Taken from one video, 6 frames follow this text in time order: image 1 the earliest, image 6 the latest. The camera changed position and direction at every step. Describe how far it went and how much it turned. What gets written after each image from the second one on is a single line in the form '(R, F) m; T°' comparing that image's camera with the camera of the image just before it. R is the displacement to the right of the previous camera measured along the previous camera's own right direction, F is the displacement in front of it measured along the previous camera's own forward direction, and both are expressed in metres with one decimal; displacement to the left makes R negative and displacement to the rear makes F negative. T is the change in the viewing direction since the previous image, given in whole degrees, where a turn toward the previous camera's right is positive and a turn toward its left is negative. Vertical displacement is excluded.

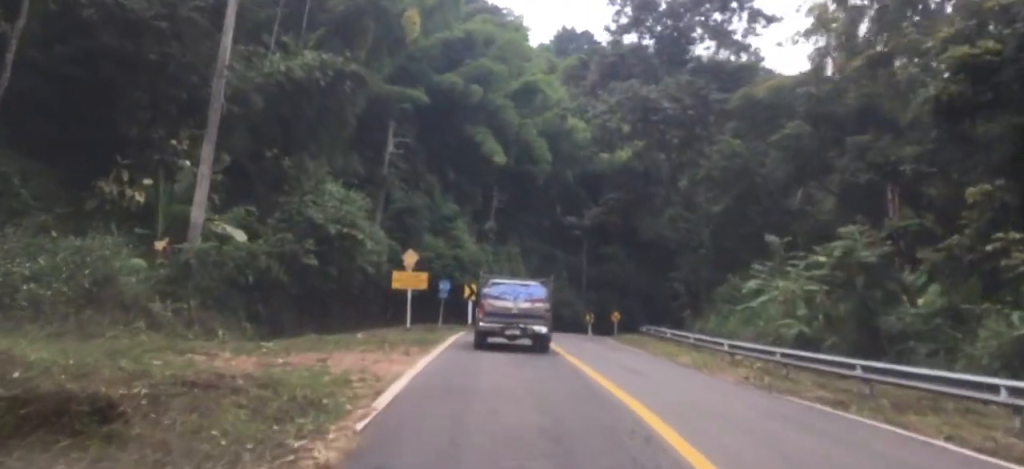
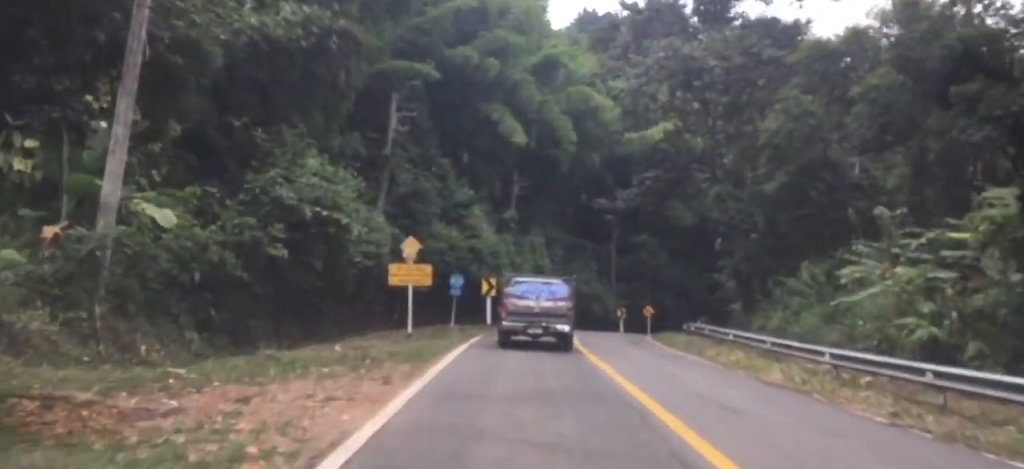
(-0.6, +3.8) m; -9°
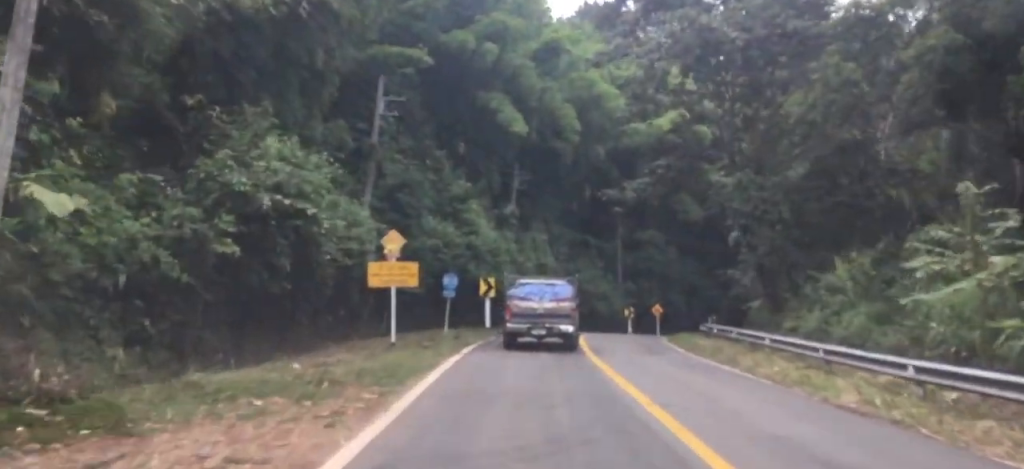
(-0.2, +2.2) m; -4°
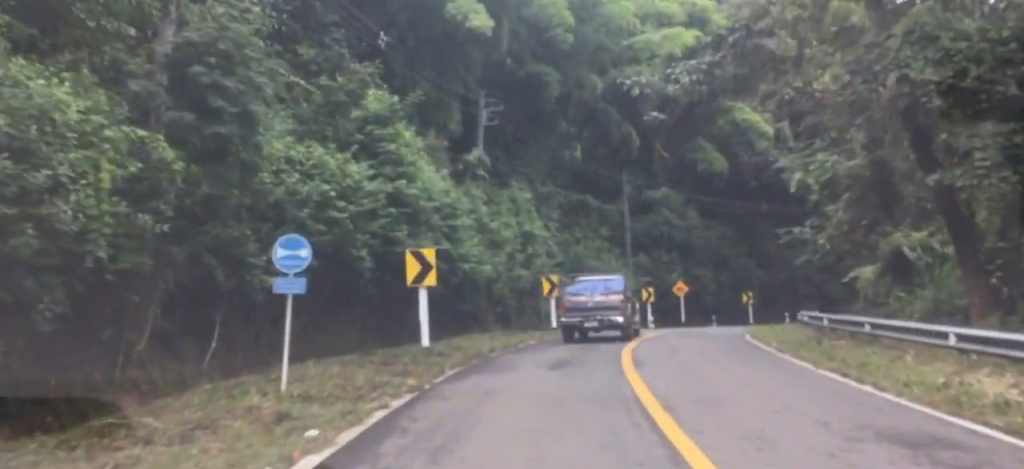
(+2.0, +14.0) m; +16°
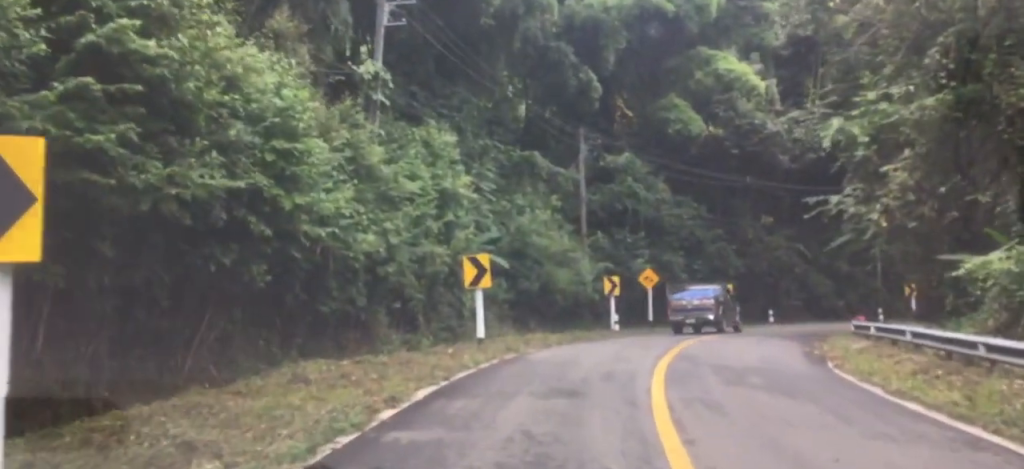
(+0.2, +13.5) m; +10°
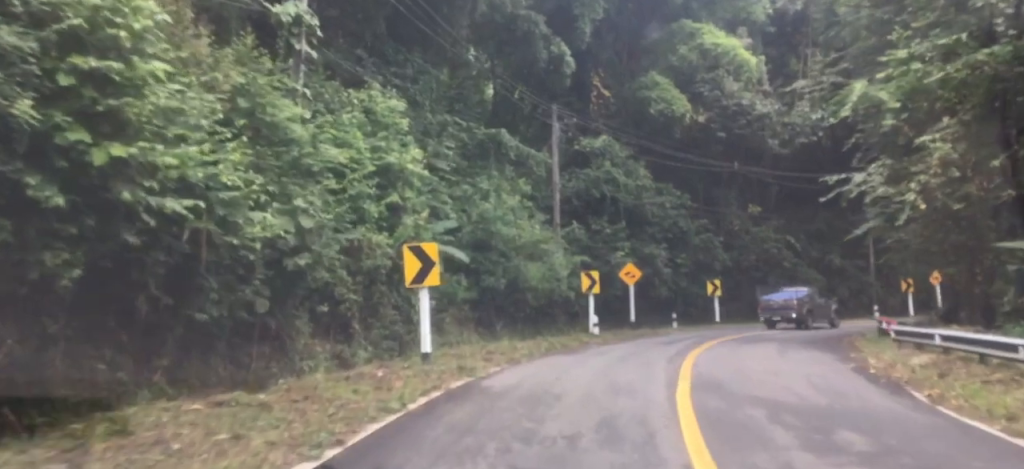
(+1.2, +6.1) m; +1°
